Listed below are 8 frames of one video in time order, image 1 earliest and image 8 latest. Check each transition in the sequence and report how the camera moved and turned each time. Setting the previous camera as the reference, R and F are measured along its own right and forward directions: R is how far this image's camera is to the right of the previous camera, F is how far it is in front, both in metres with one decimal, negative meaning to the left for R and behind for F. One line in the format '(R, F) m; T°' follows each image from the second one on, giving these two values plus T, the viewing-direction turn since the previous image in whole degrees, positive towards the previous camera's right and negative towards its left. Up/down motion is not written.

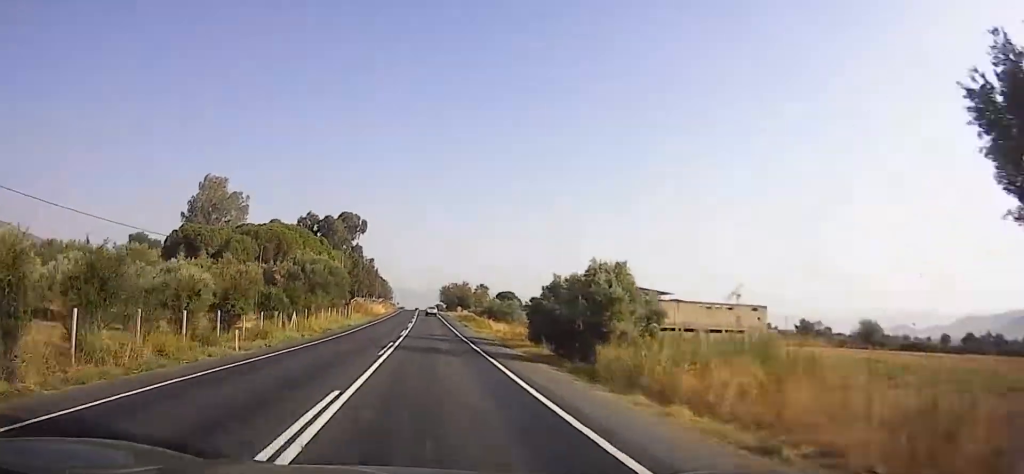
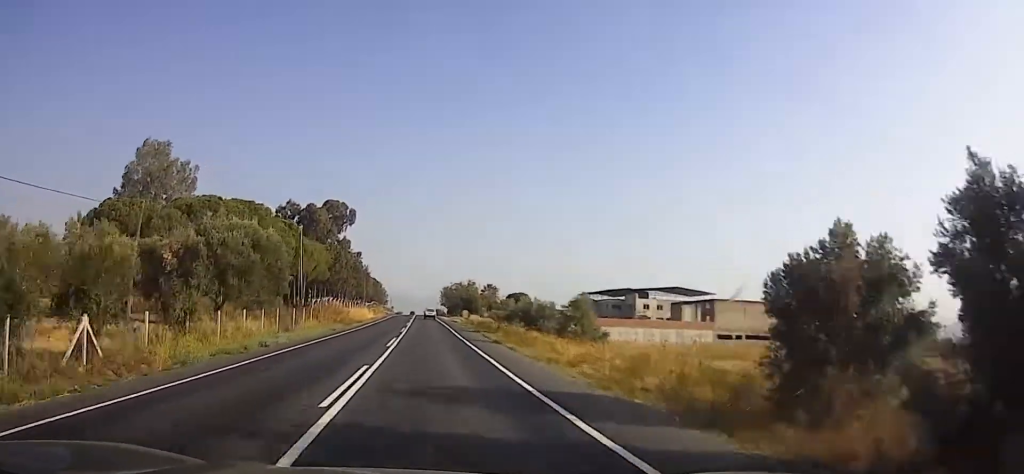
(0.0, +24.8) m; 0°
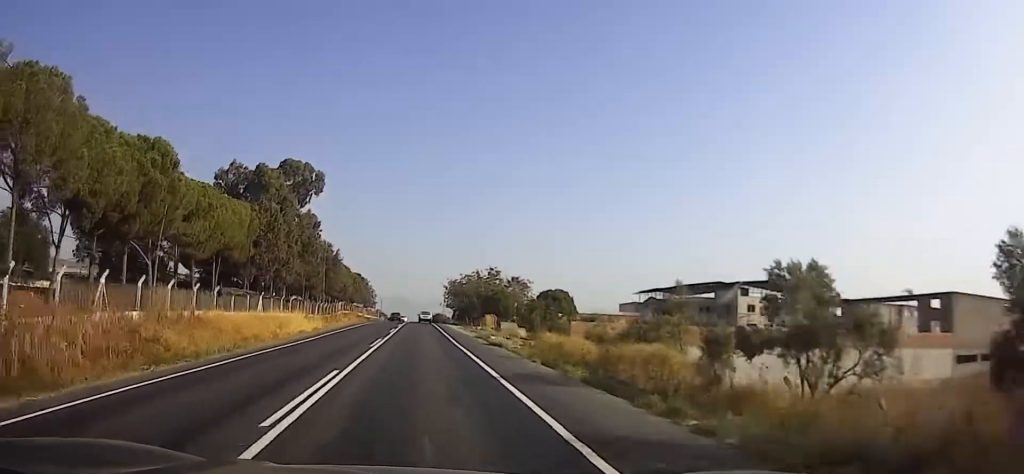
(0.0, +45.1) m; 0°
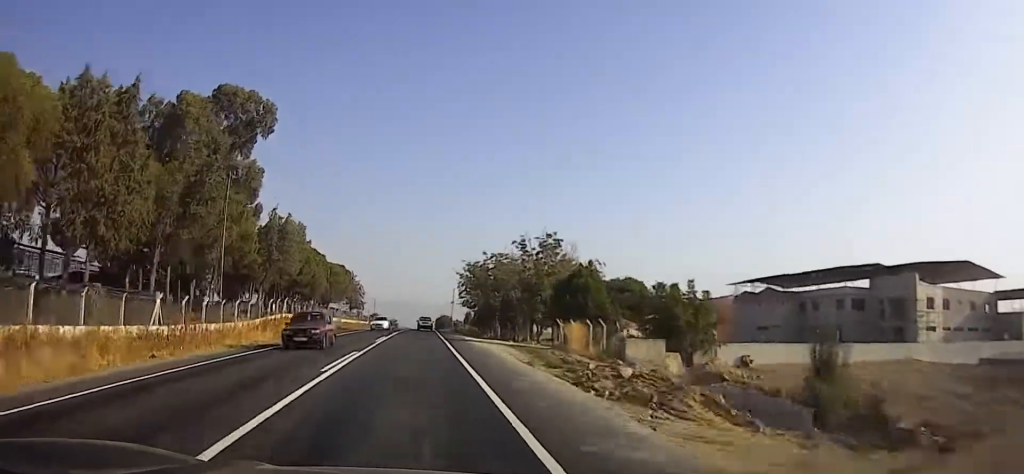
(0.0, +37.3) m; 0°
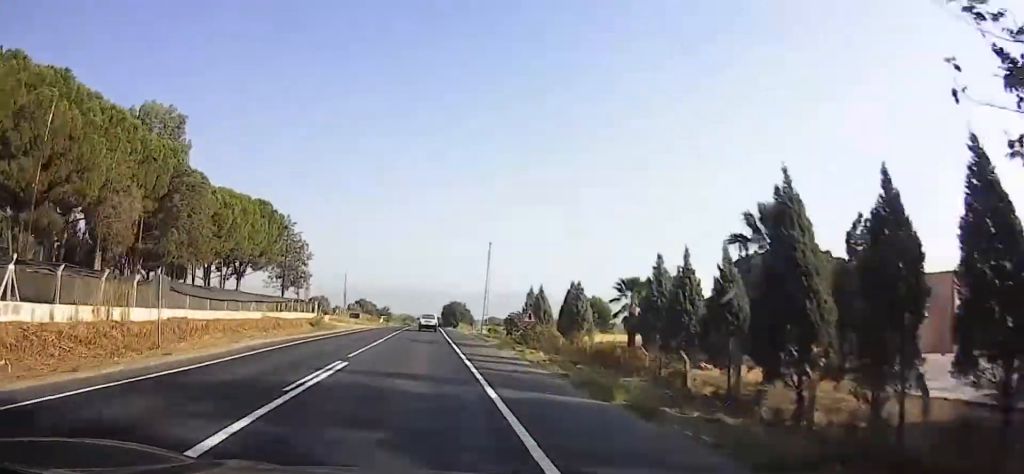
(0.0, +65.1) m; 0°
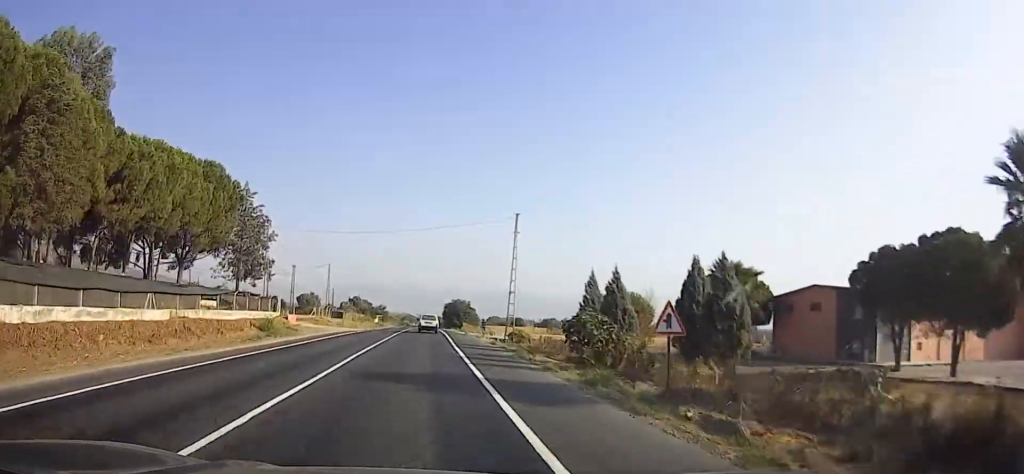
(0.0, +17.0) m; 0°
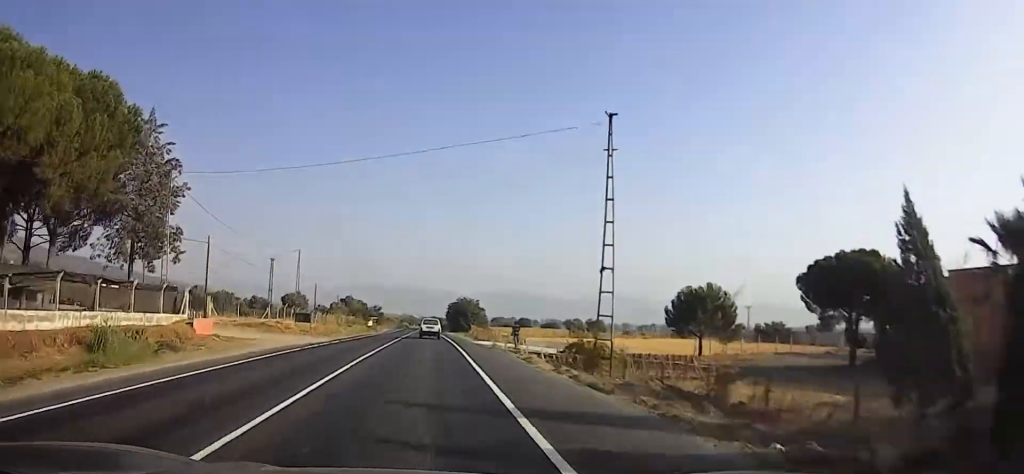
(0.0, +20.5) m; 0°
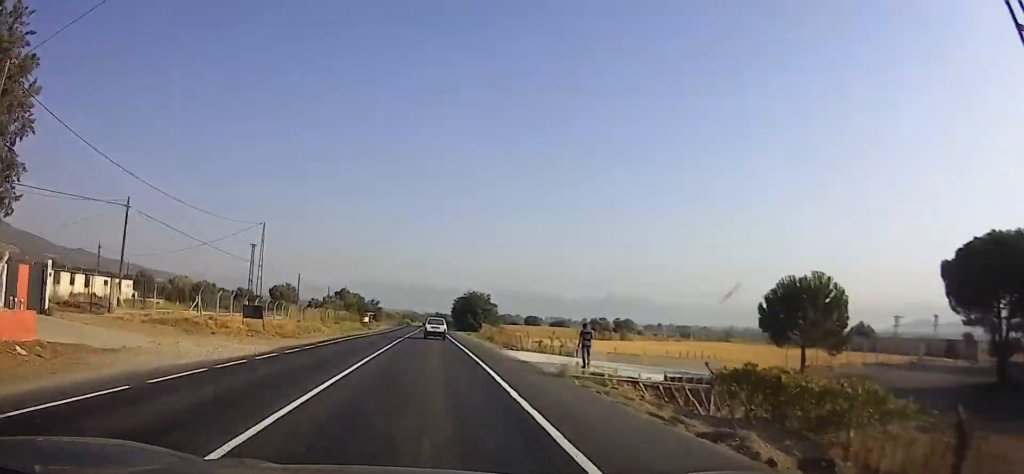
(0.0, +15.7) m; 0°
